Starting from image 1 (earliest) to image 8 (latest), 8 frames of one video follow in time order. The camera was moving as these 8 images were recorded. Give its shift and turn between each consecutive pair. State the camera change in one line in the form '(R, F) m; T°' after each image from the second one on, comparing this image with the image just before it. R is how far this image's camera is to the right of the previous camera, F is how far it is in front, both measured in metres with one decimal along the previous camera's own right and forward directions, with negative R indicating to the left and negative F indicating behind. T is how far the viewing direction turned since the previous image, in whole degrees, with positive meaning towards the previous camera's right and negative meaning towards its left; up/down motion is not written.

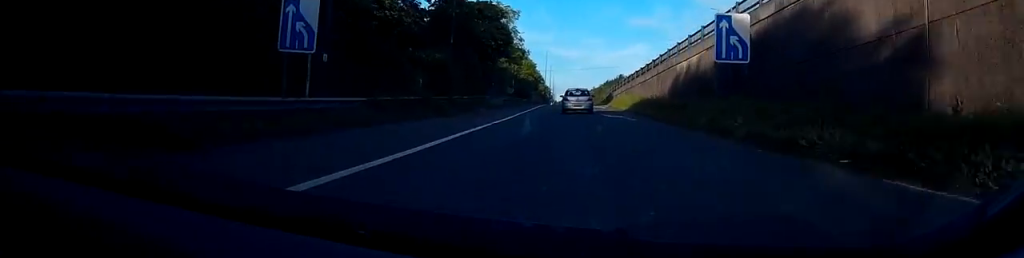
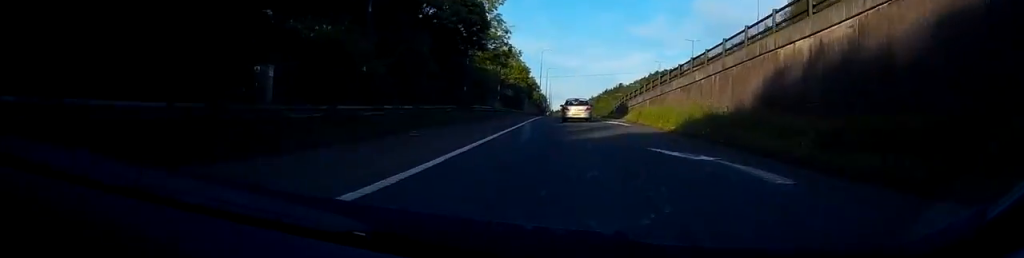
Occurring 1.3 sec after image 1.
(-1.4, +21.3) m; -4°
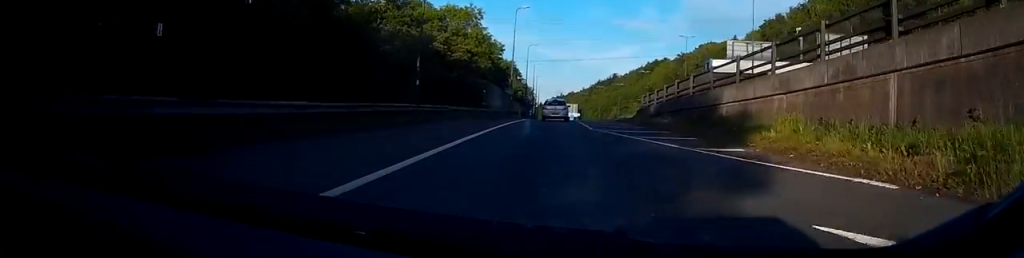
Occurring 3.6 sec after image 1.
(+0.3, +40.0) m; +1°
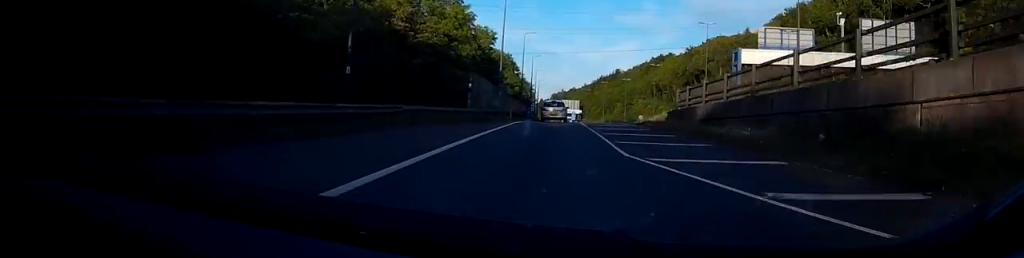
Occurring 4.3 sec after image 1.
(0.0, +13.9) m; 0°
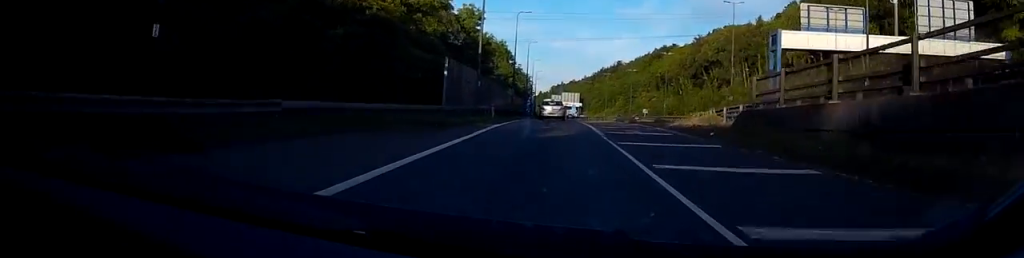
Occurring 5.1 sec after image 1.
(0.0, +14.0) m; 0°
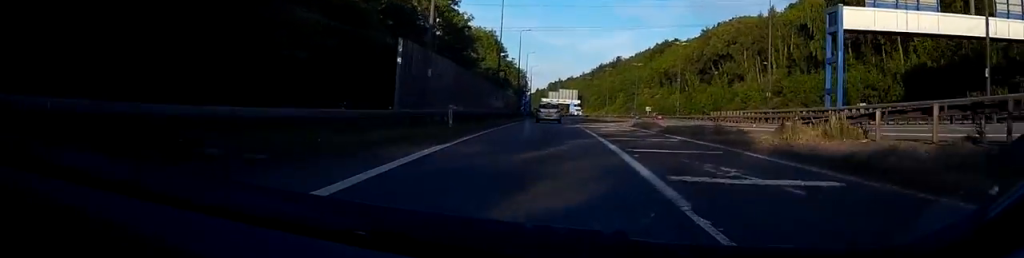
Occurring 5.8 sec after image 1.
(-0.1, +14.8) m; +1°
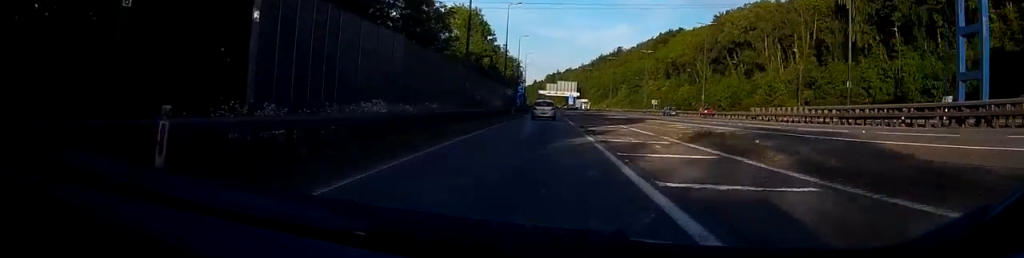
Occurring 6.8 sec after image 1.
(+0.3, +18.2) m; 0°
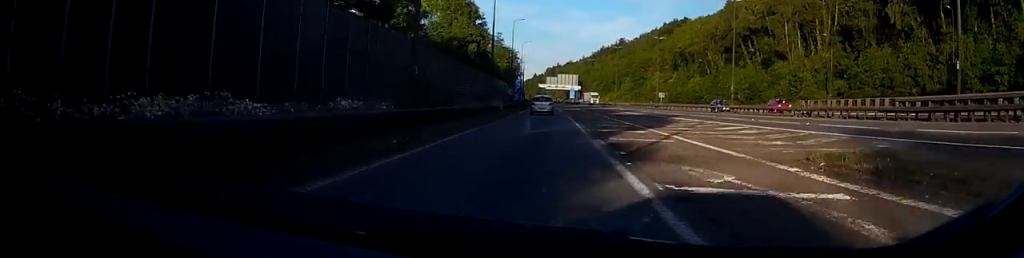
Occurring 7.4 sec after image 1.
(-0.1, +13.3) m; -1°
